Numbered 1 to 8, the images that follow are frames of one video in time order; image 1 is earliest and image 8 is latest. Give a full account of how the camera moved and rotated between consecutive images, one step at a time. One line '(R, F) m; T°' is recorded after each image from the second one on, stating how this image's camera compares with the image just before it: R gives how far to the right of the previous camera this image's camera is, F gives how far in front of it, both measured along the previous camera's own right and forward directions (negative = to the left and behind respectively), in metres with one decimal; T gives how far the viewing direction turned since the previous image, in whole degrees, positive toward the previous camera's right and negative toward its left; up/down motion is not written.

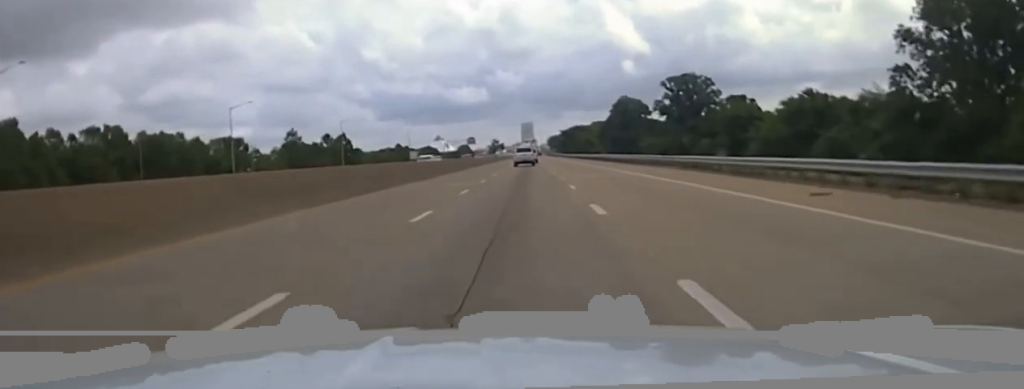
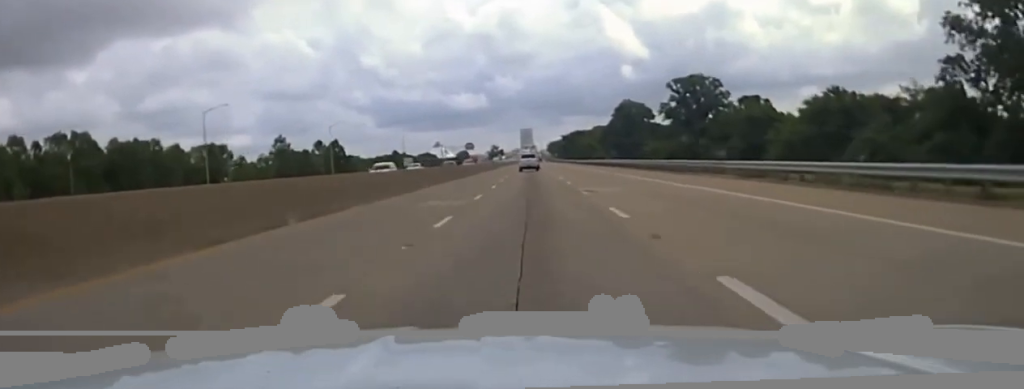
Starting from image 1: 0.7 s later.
(0.0, +12.7) m; 0°
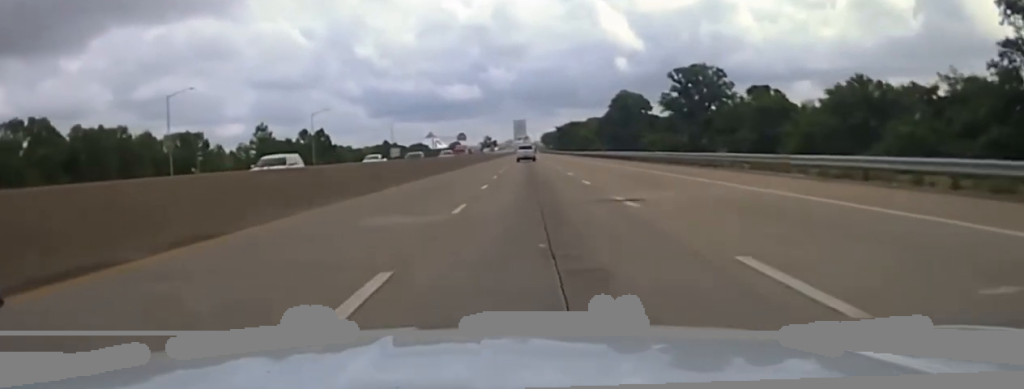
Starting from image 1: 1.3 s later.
(+0.1, +12.0) m; +1°
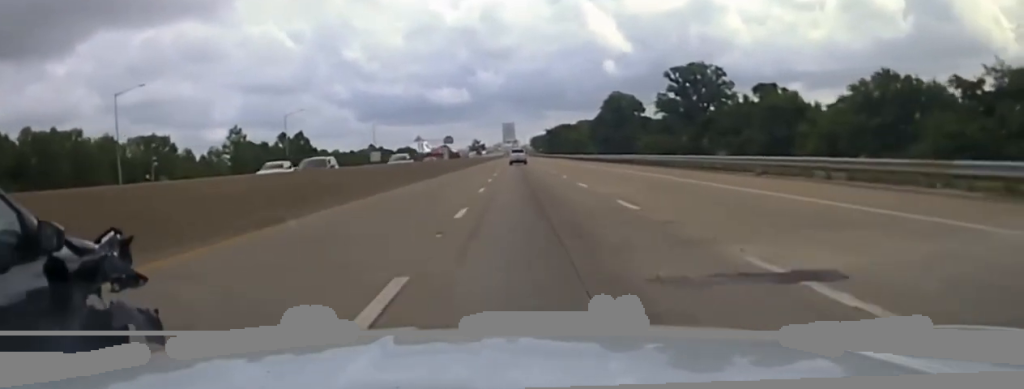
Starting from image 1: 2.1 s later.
(0.0, +13.3) m; +1°
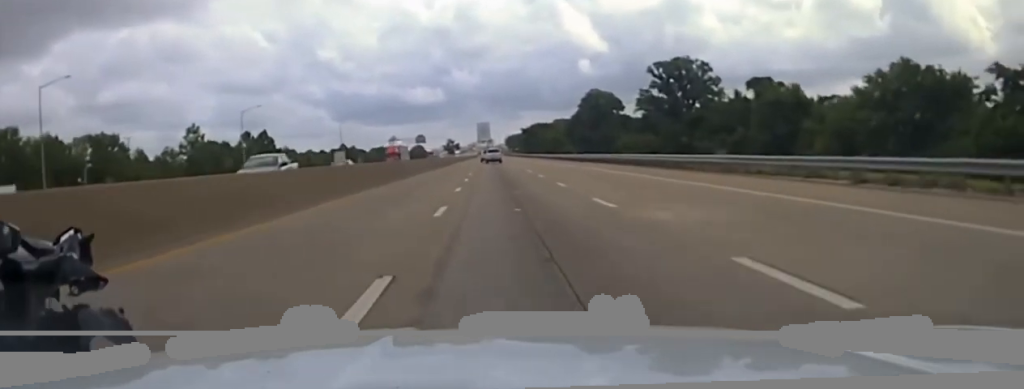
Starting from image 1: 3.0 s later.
(+0.4, +12.3) m; +2°
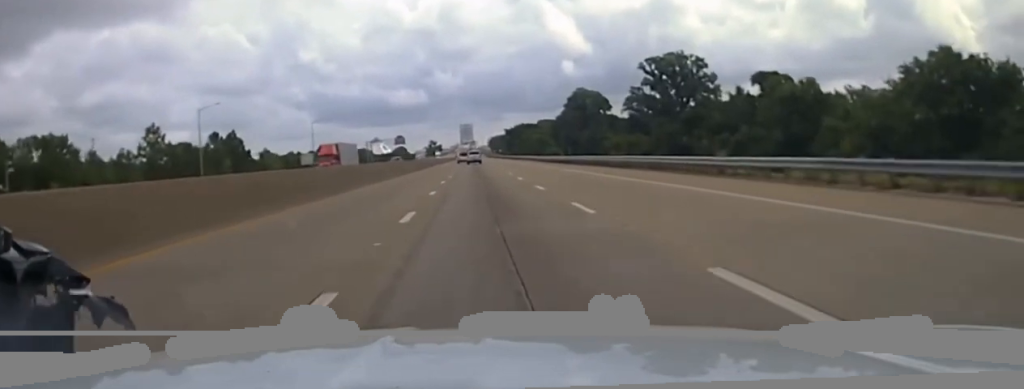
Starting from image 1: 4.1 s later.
(+0.1, +14.4) m; +3°
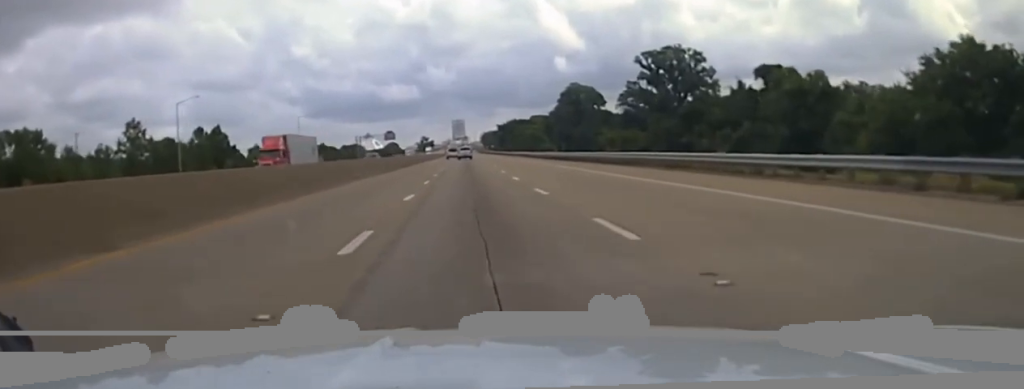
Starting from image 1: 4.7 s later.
(+0.3, +6.0) m; +1°
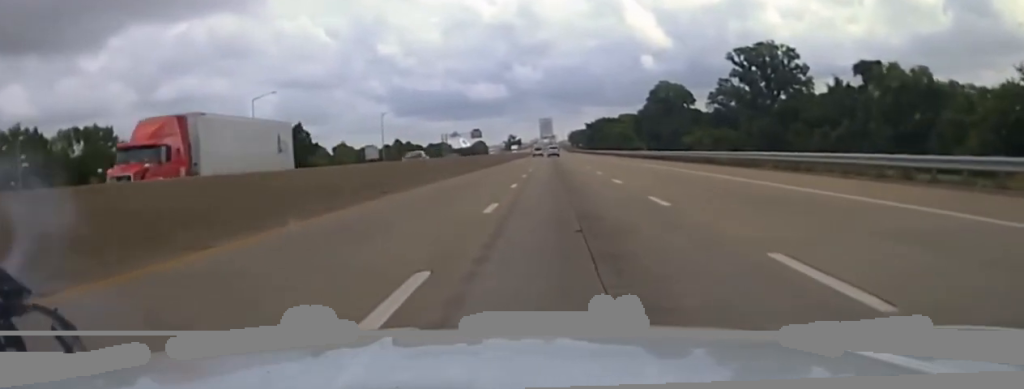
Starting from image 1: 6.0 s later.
(-0.1, +10.3) m; -2°
